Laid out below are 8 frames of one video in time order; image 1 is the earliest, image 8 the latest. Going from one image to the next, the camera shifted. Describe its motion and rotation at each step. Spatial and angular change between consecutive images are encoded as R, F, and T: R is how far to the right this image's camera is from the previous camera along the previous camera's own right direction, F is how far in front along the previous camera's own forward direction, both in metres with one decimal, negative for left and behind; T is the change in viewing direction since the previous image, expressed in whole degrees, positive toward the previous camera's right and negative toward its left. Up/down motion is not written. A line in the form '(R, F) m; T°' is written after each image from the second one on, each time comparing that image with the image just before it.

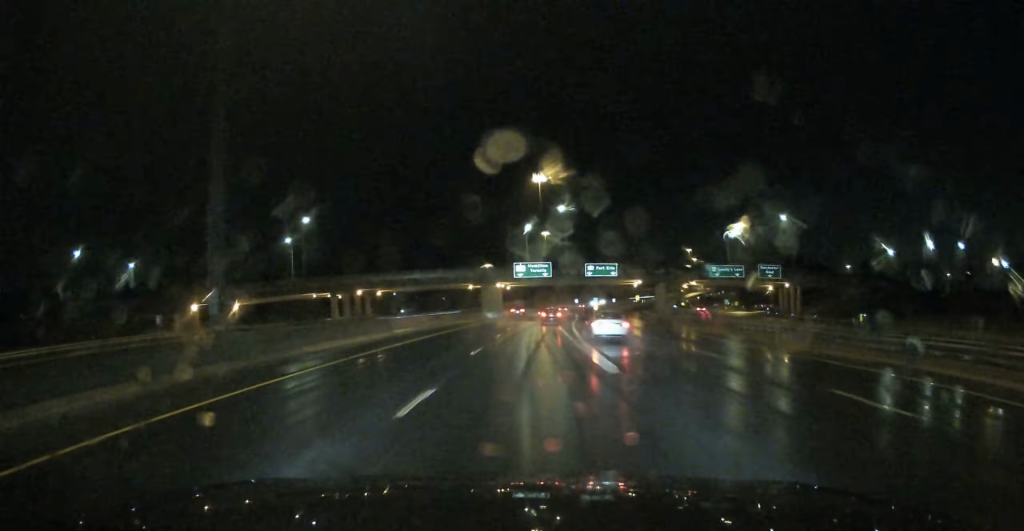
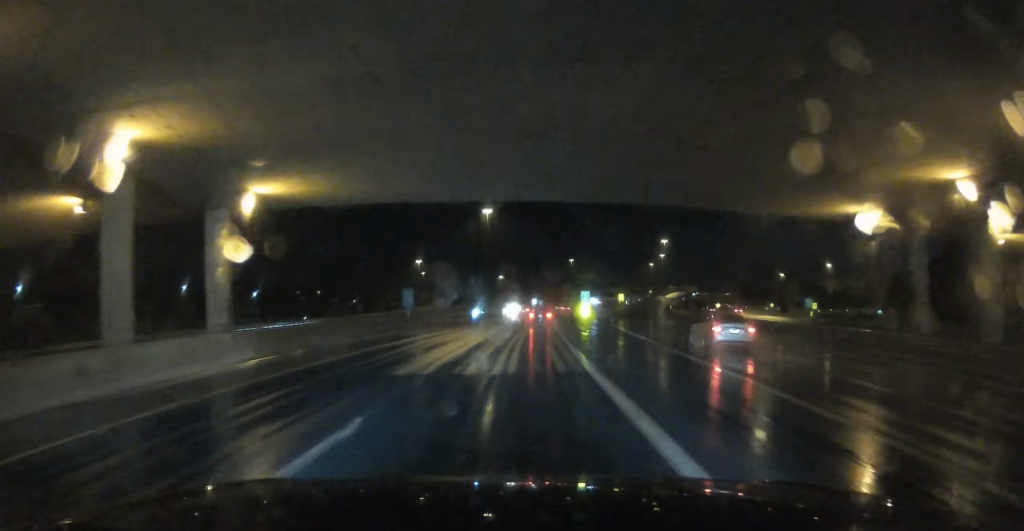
(+4.9, +101.1) m; +6°
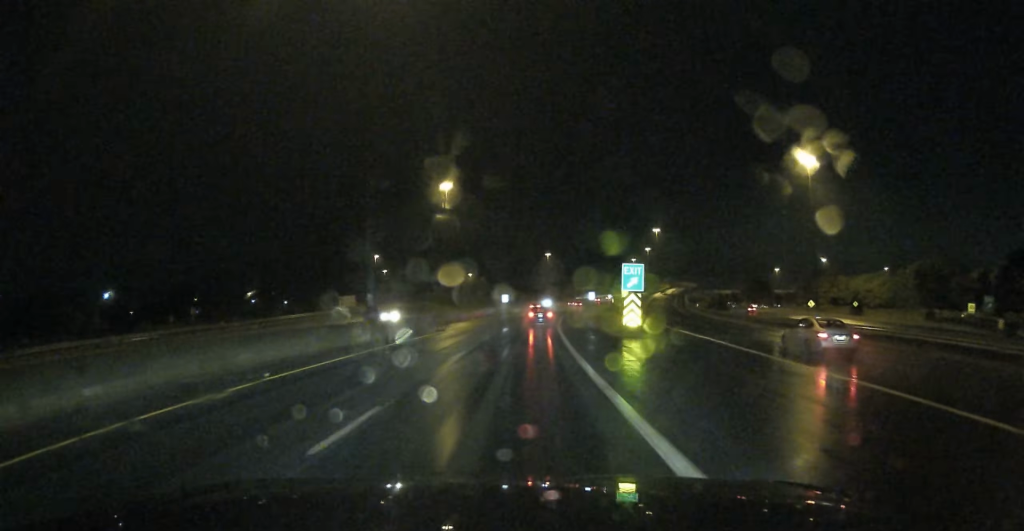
(+1.9, +60.8) m; +3°
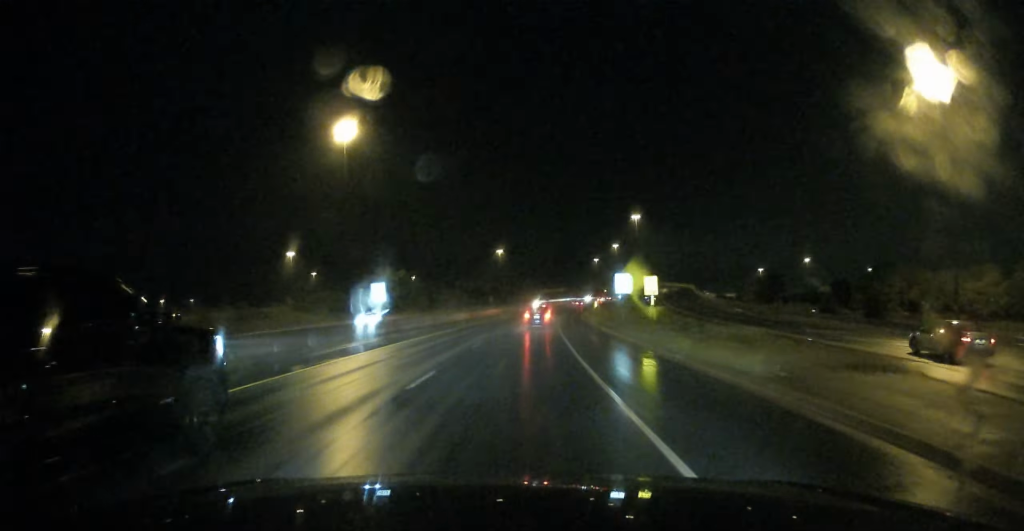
(+3.2, +80.2) m; +4°
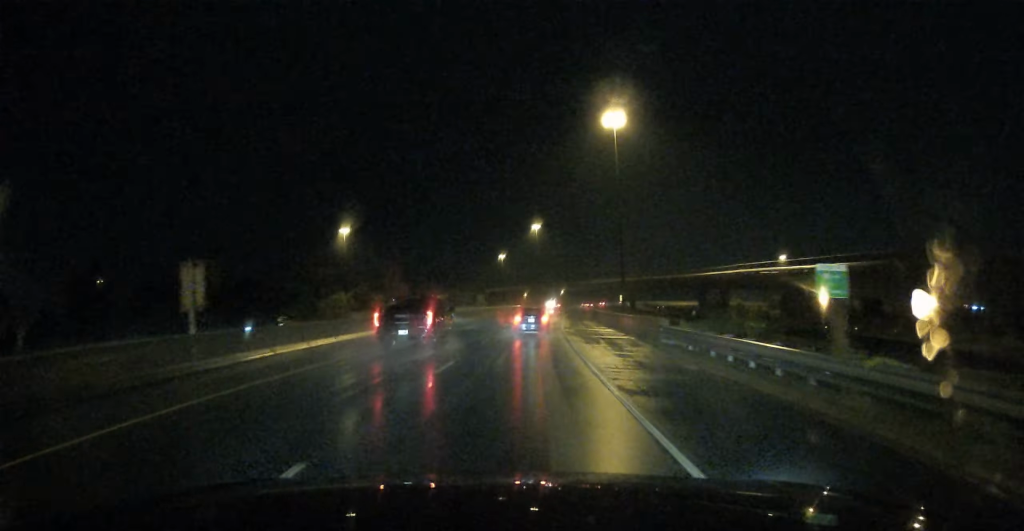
(+11.2, +178.9) m; +7°
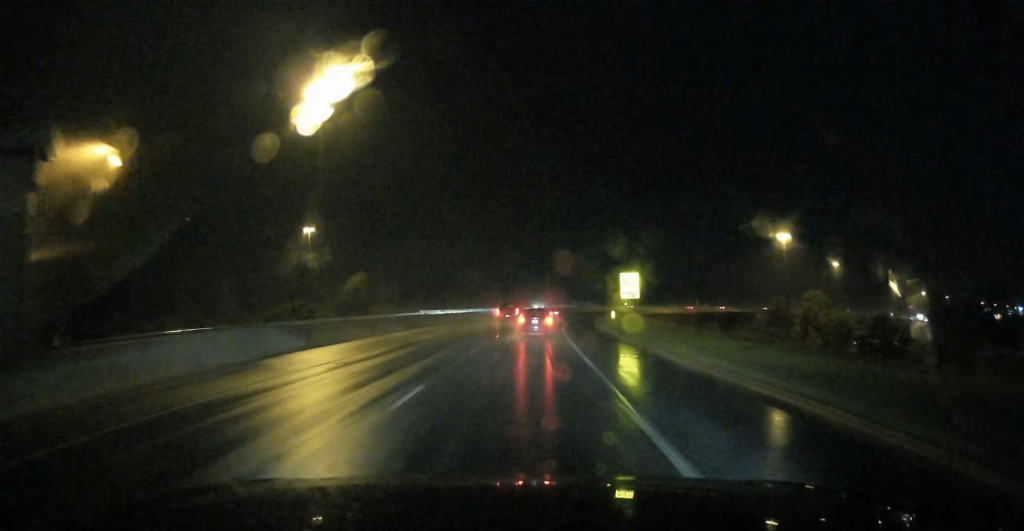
(+18.1, +191.3) m; +13°
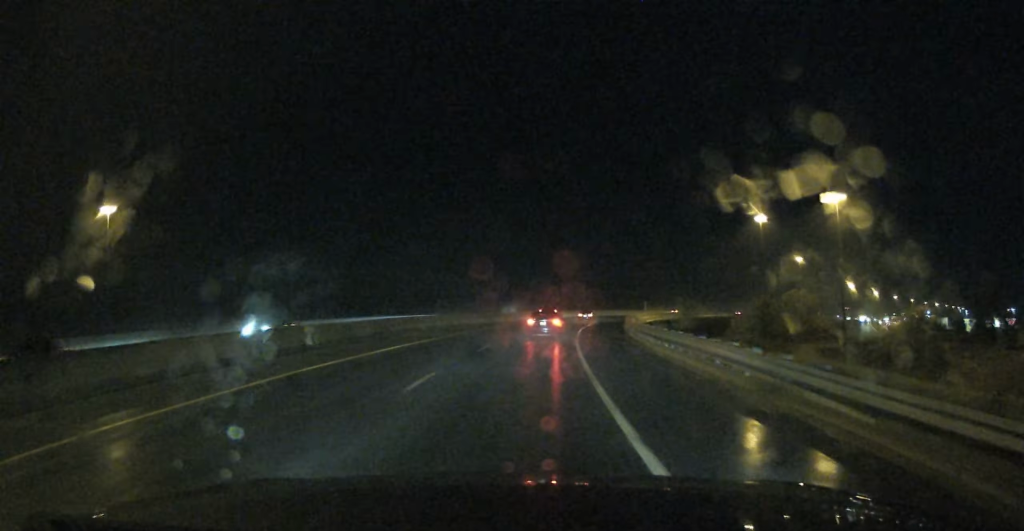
(+1.9, +73.7) m; +8°
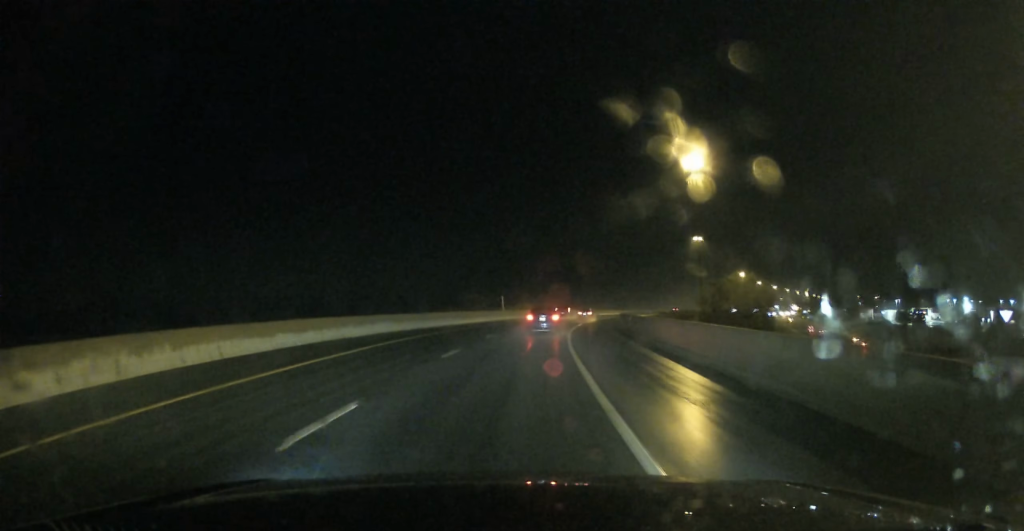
(+10.3, +104.8) m; +13°
